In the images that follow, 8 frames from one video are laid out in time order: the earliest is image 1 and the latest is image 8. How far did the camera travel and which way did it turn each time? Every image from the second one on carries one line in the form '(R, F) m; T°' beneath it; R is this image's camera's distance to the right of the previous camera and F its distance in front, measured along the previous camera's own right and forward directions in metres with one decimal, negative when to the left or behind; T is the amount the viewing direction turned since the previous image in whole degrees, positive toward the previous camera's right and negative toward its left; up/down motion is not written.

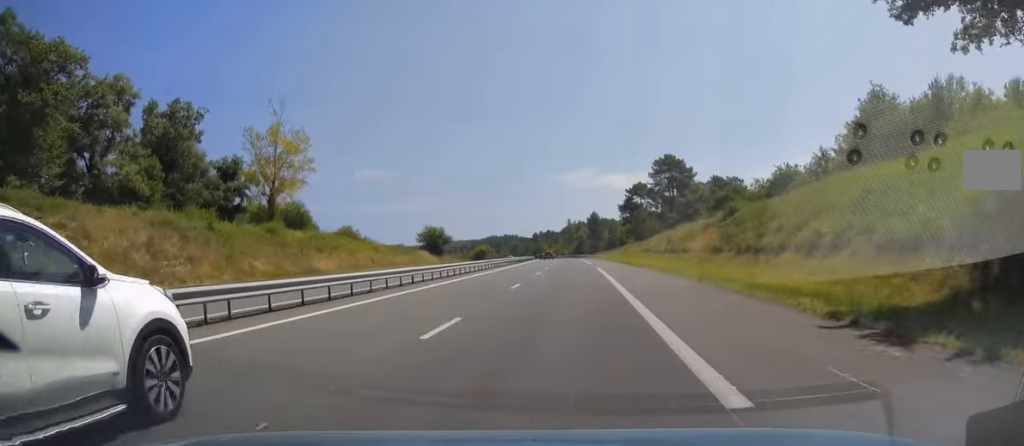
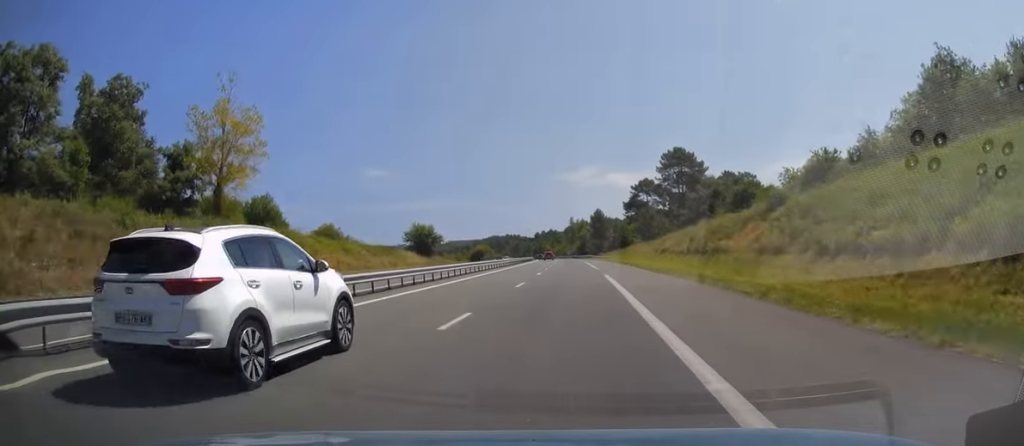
(-0.1, +11.9) m; 0°
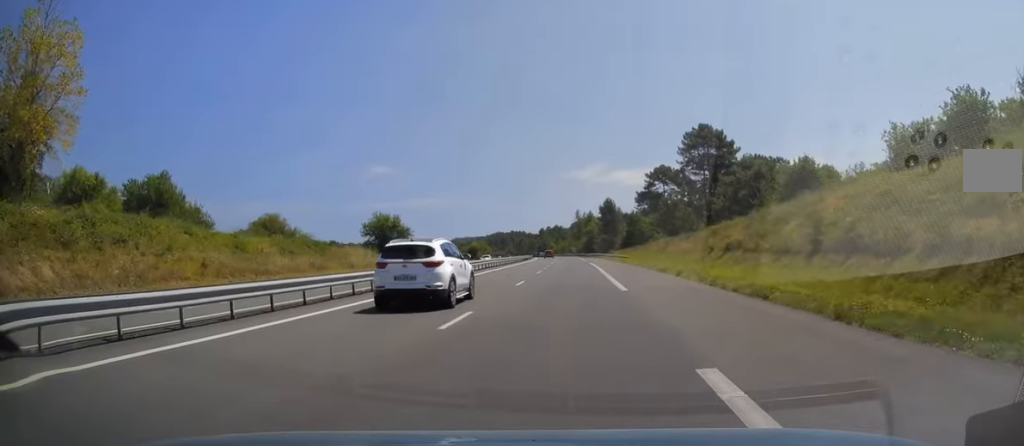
(-0.2, +26.2) m; -1°
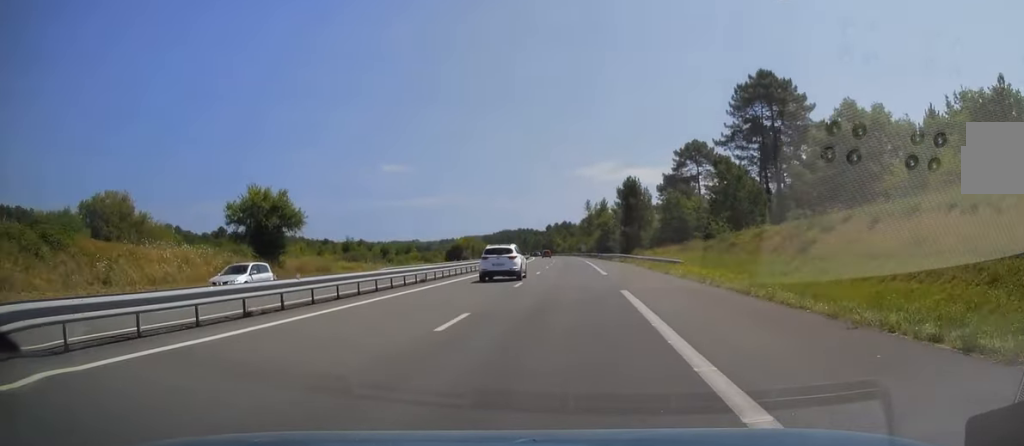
(0.0, +39.5) m; -1°
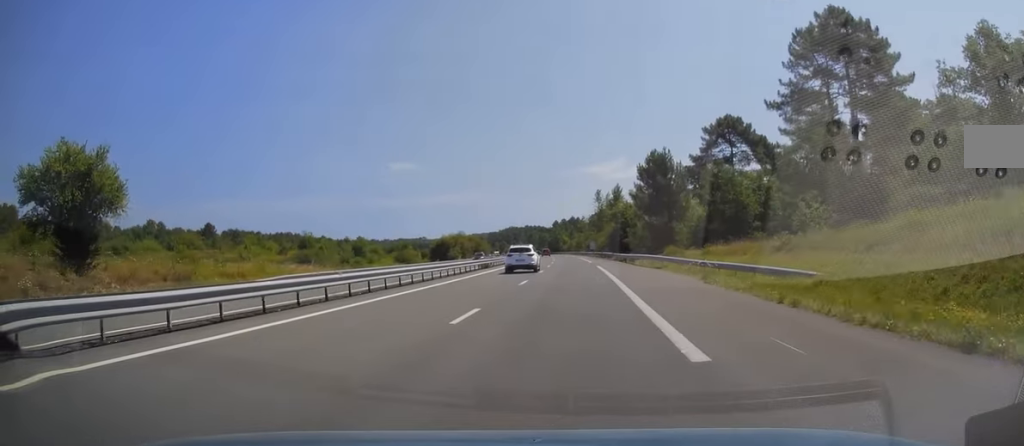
(-0.2, +25.1) m; -1°
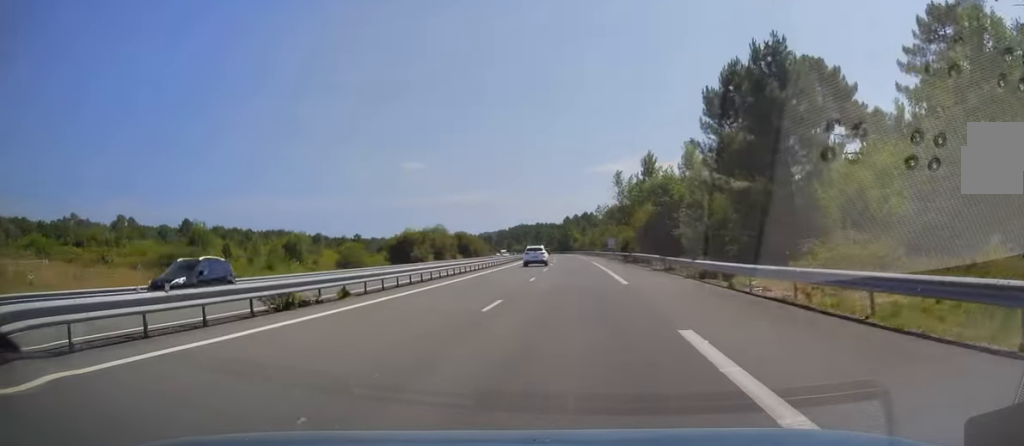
(-0.4, +36.8) m; -1°
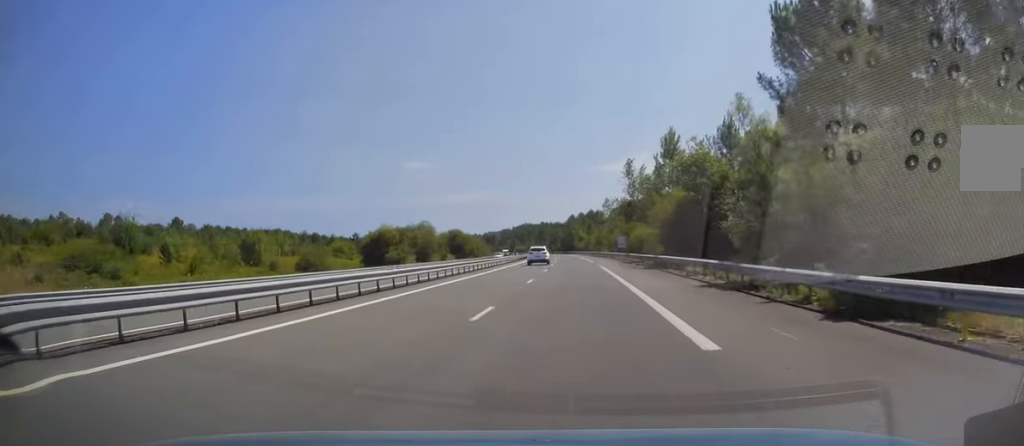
(0.0, +14.7) m; 0°
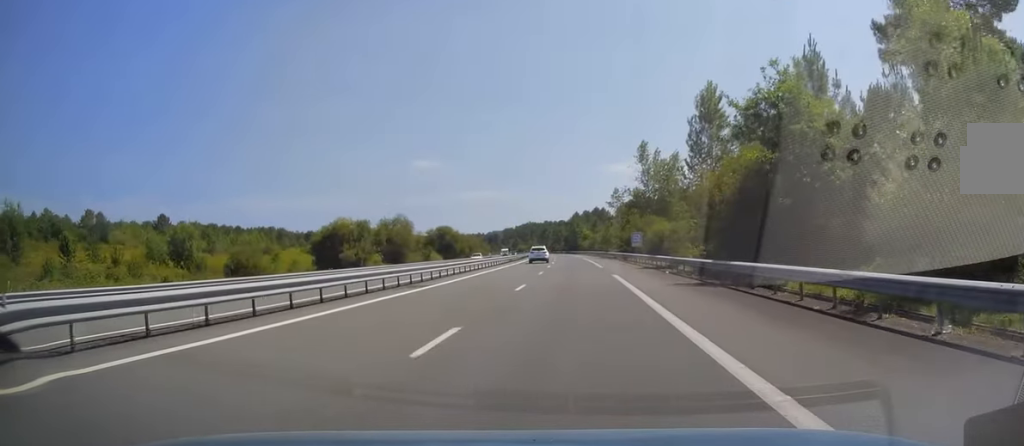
(-0.2, +17.2) m; 0°
